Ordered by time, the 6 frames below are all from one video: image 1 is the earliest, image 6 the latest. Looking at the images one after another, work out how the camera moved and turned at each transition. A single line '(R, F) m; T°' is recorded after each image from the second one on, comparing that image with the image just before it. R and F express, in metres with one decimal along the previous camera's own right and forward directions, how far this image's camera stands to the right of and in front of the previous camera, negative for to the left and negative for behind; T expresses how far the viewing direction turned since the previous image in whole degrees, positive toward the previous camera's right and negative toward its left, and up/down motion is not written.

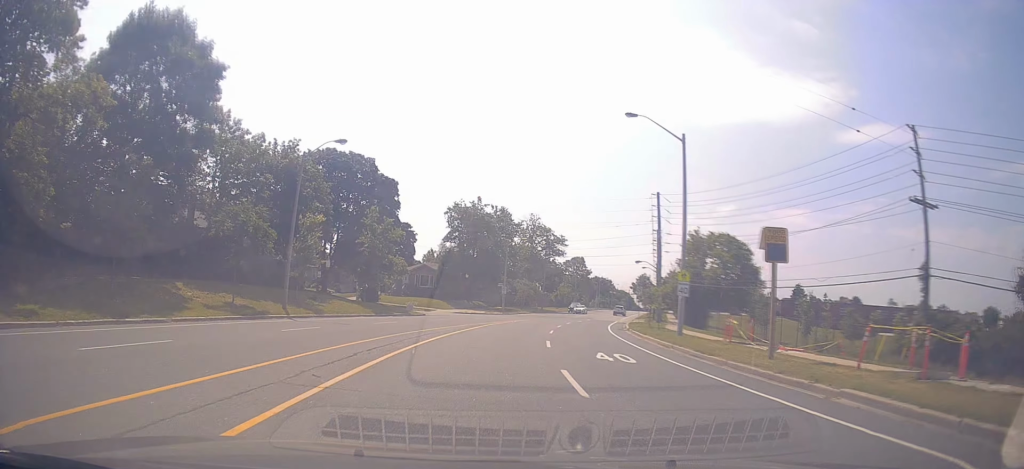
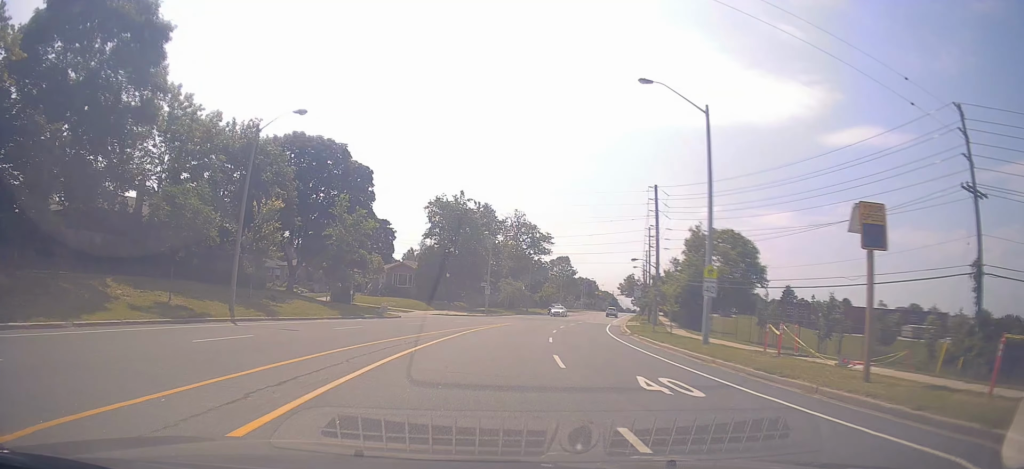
(+0.4, +5.0) m; +4°
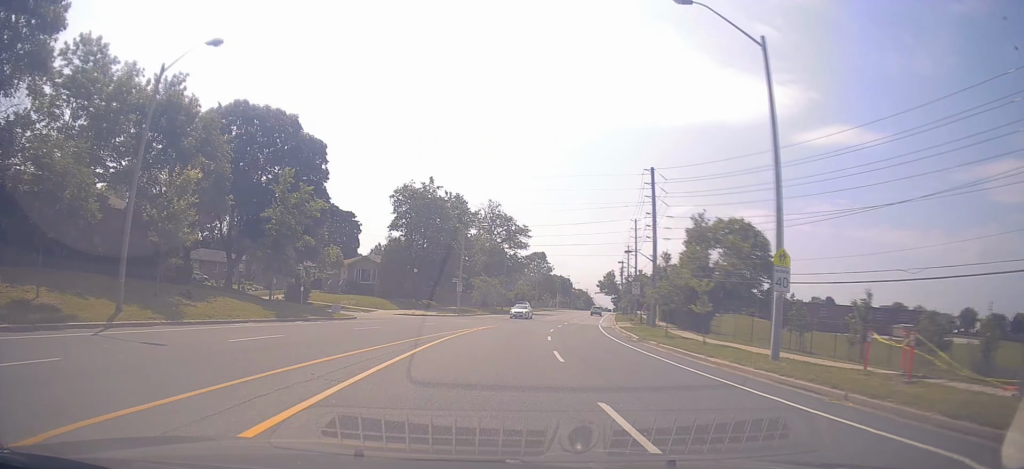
(+0.4, +7.7) m; +3°
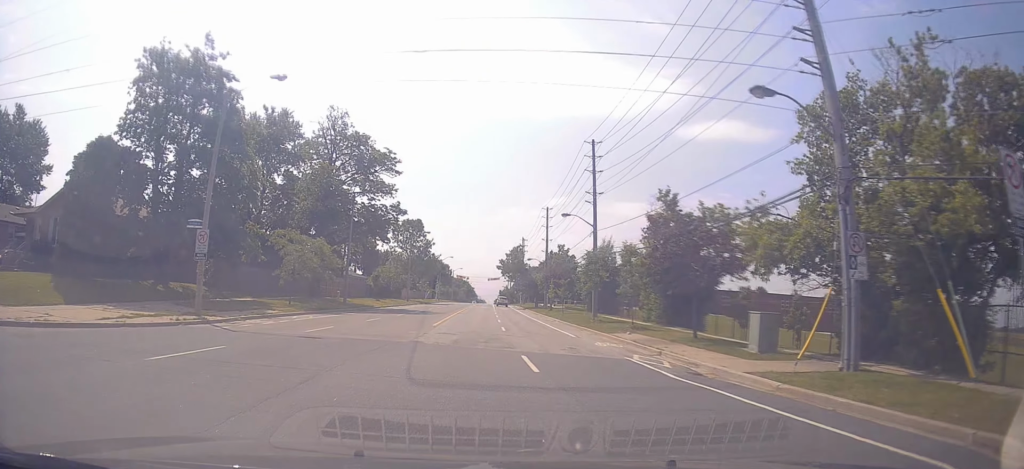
(+4.8, +38.4) m; +16°
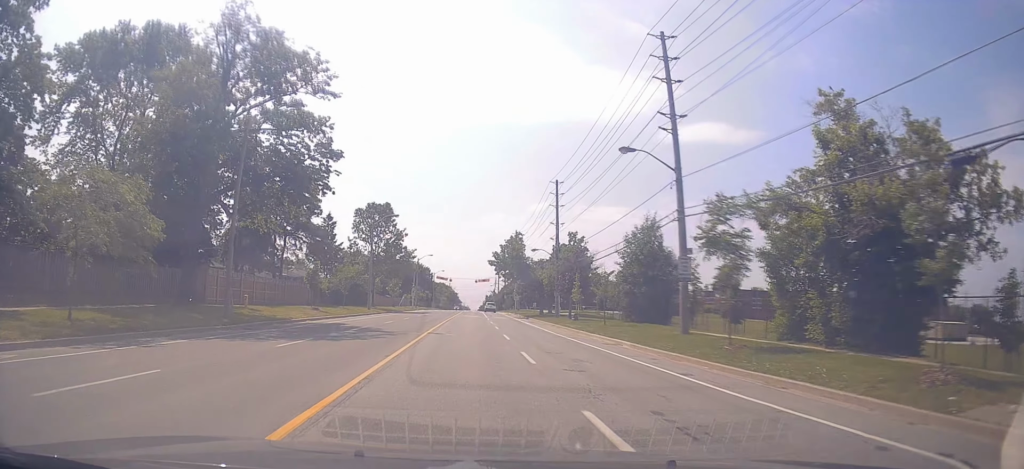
(+0.7, +21.3) m; +1°
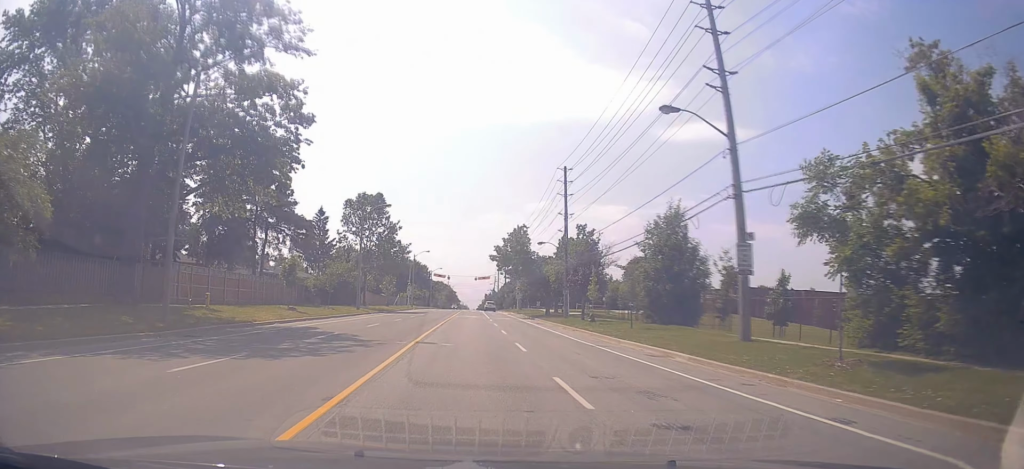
(0.0, +5.8) m; -1°
